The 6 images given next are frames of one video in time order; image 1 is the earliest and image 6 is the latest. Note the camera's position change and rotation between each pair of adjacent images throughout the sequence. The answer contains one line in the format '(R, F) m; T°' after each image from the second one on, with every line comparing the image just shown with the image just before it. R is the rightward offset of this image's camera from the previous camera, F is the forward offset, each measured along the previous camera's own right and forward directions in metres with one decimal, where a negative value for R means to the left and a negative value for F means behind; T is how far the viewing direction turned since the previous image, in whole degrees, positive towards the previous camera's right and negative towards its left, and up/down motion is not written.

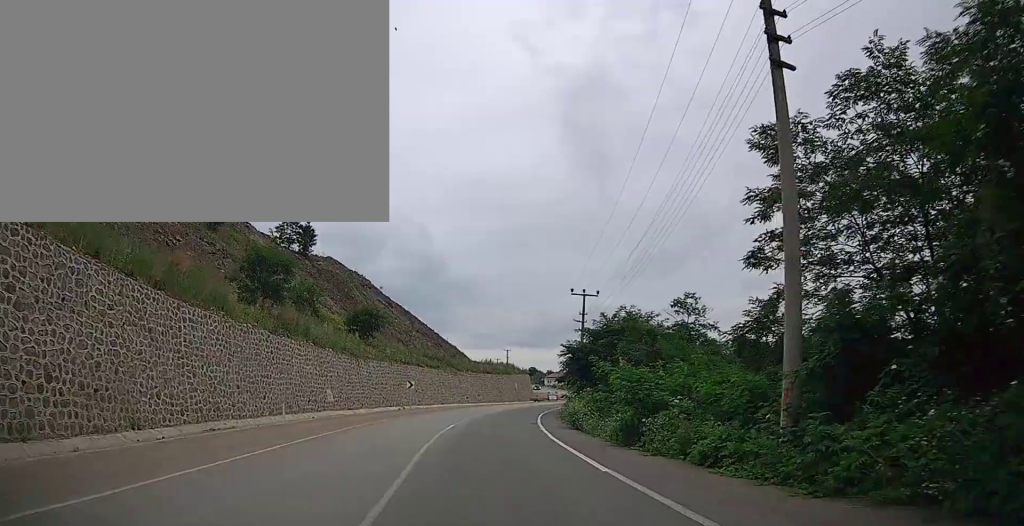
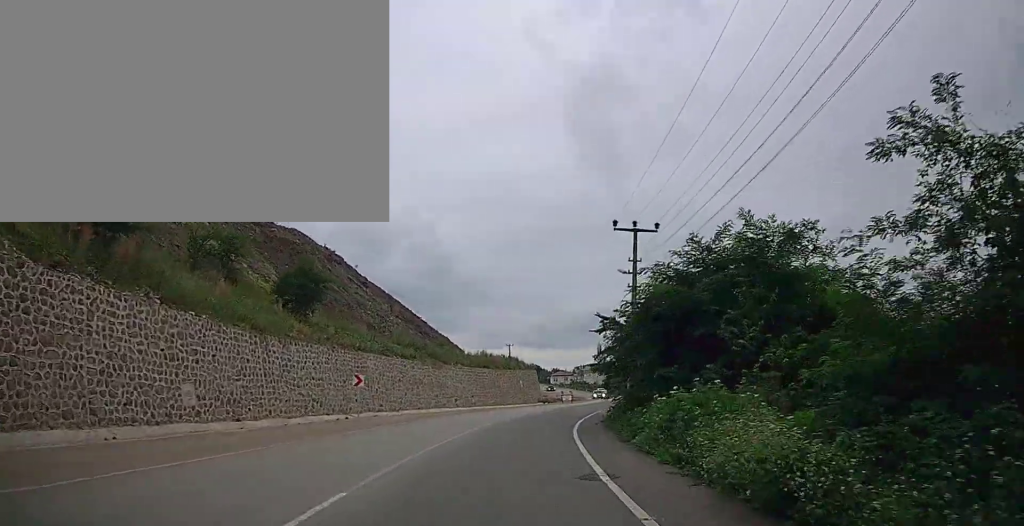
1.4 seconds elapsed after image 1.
(-0.4, +16.4) m; -1°
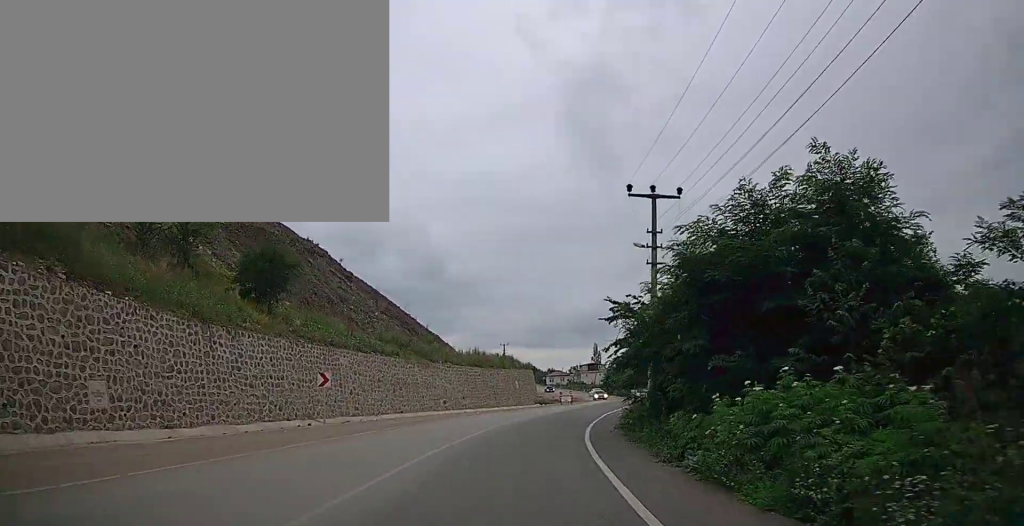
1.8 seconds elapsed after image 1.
(0.0, +4.6) m; 0°
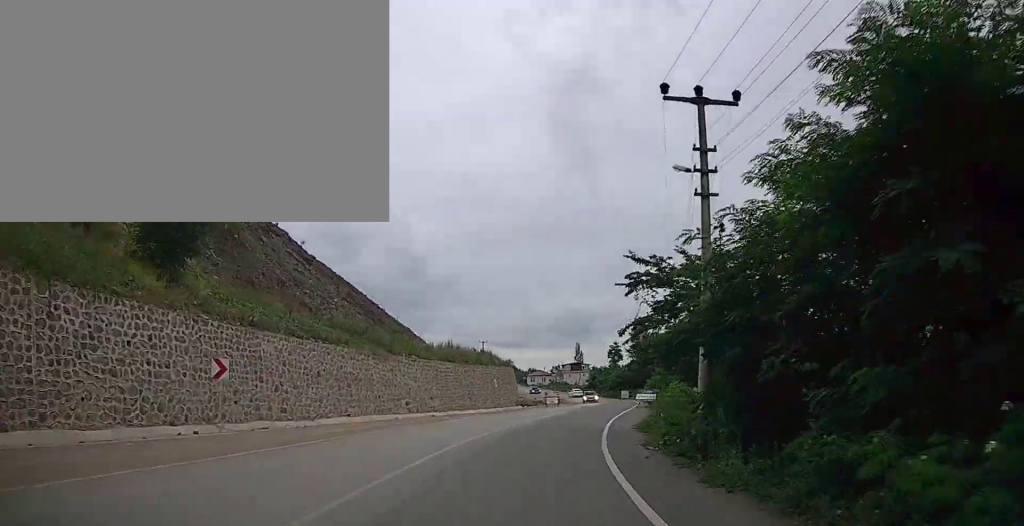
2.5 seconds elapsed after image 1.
(+0.1, +7.2) m; +2°
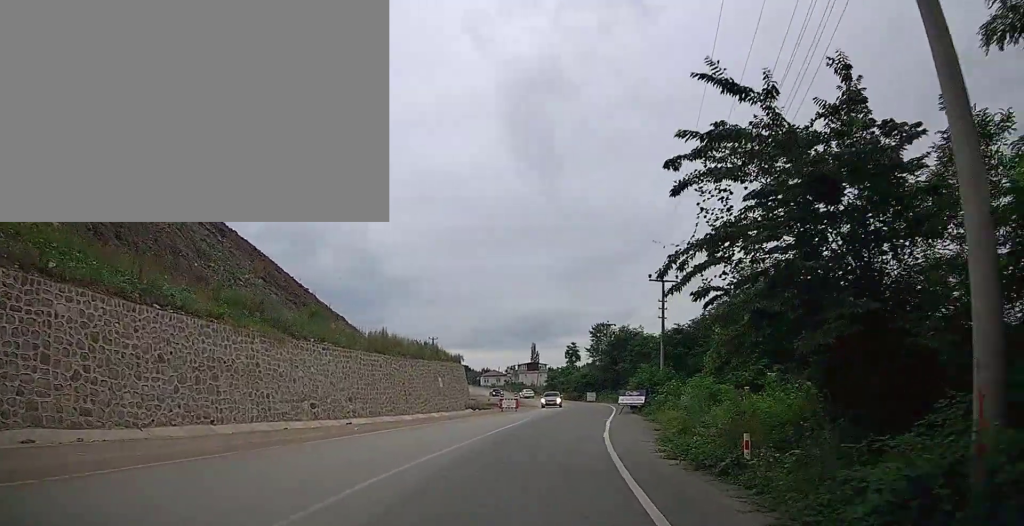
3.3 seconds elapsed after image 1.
(+0.2, +9.7) m; +3°
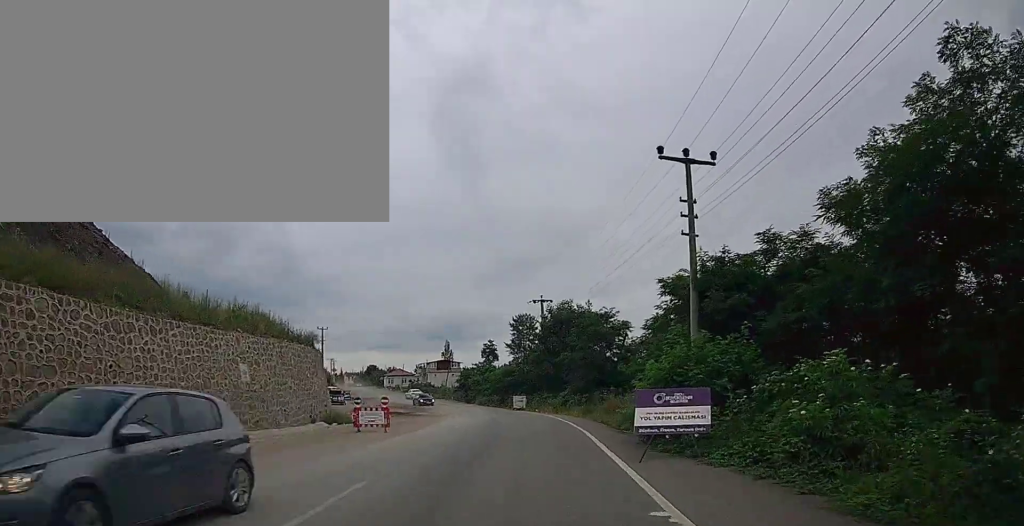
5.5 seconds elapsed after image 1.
(+2.0, +22.2) m; +9°
